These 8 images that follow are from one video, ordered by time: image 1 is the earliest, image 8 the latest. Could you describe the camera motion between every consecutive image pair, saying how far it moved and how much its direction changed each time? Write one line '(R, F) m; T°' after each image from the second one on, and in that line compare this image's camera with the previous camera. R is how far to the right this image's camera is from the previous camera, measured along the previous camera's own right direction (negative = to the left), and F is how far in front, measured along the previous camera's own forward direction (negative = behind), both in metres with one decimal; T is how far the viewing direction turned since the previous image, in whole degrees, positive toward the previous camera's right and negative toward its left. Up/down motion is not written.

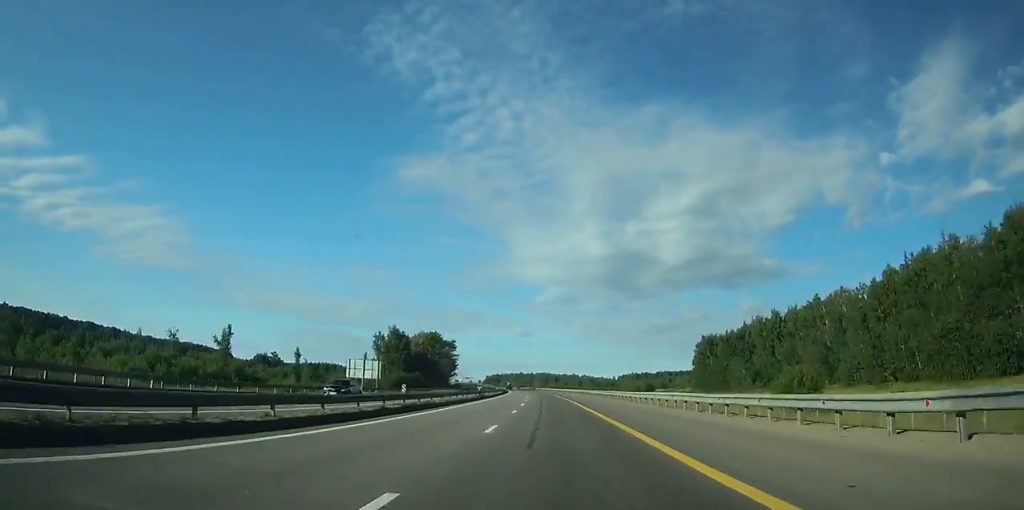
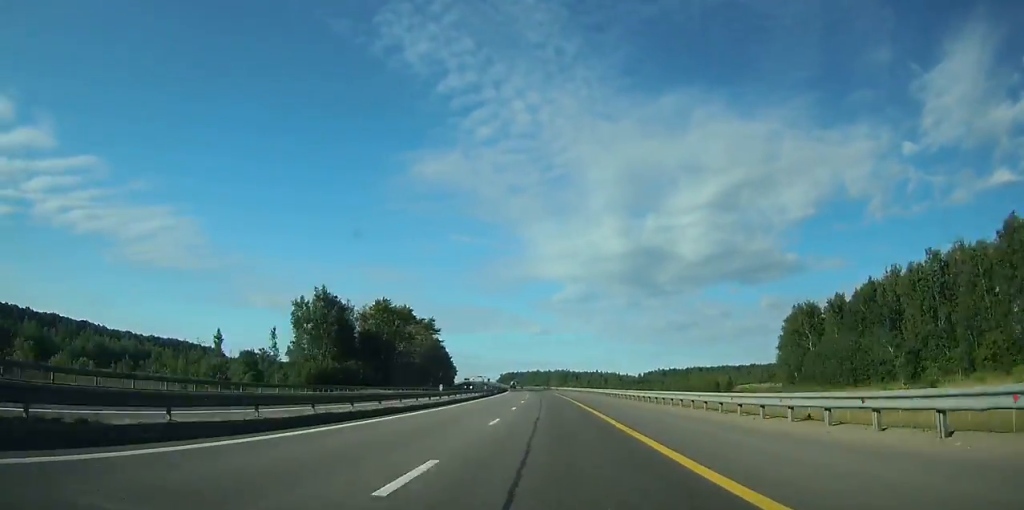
(-1.0, +67.5) m; -2°
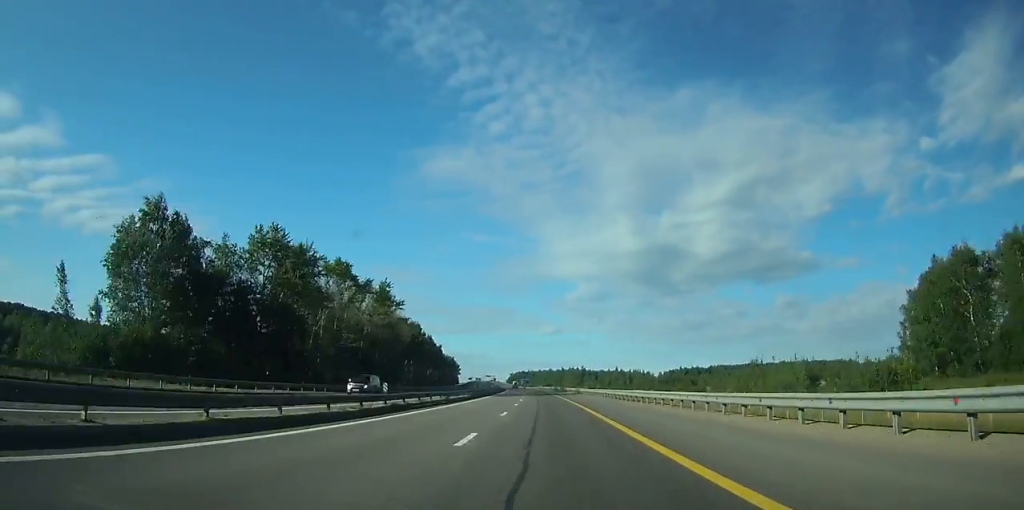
(-0.1, +52.5) m; -1°
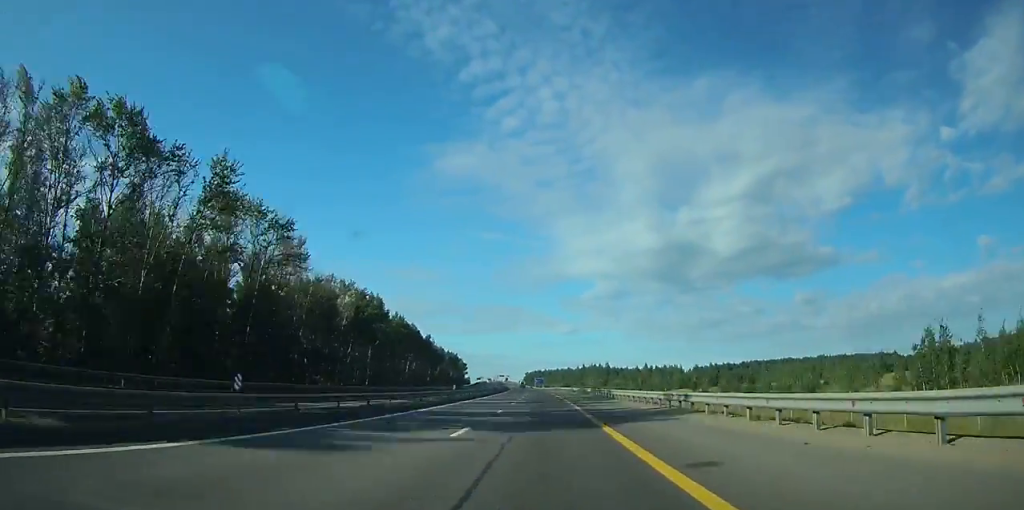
(-1.2, +55.4) m; -2°
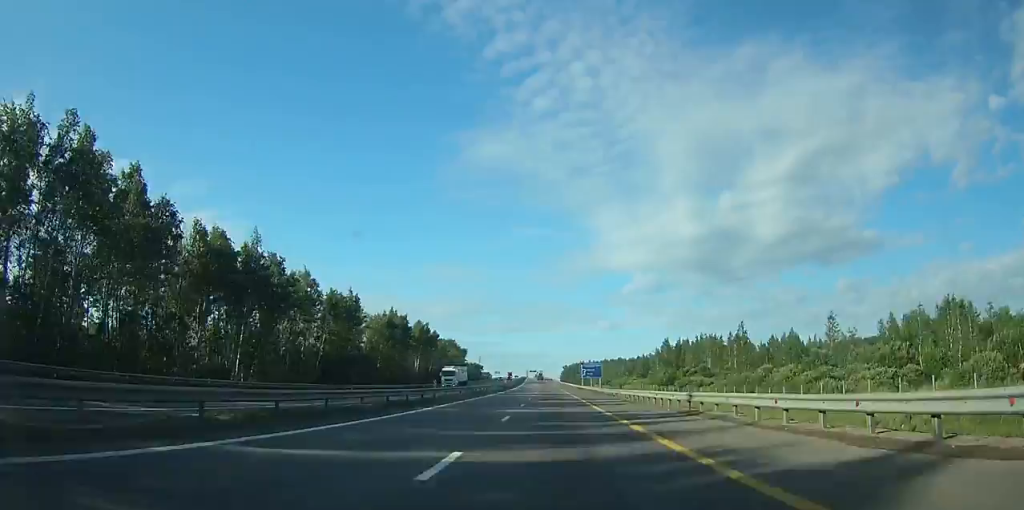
(-5.8, +176.0) m; -3°
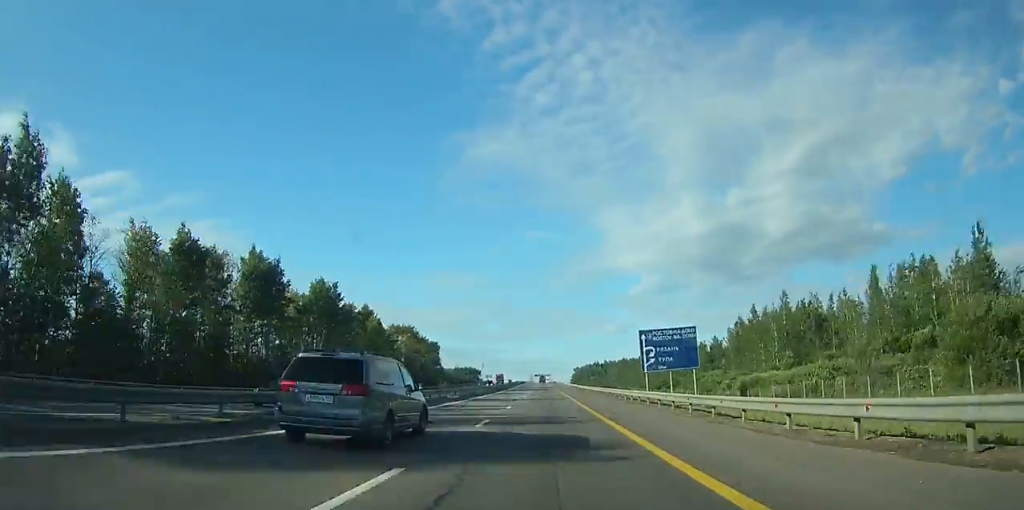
(-0.9, +87.5) m; -1°
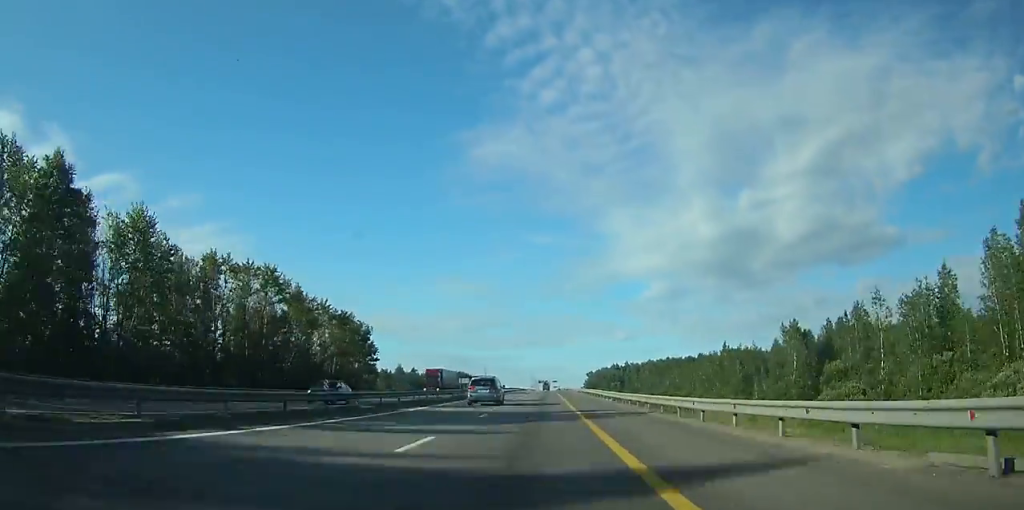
(-0.8, +94.5) m; -1°
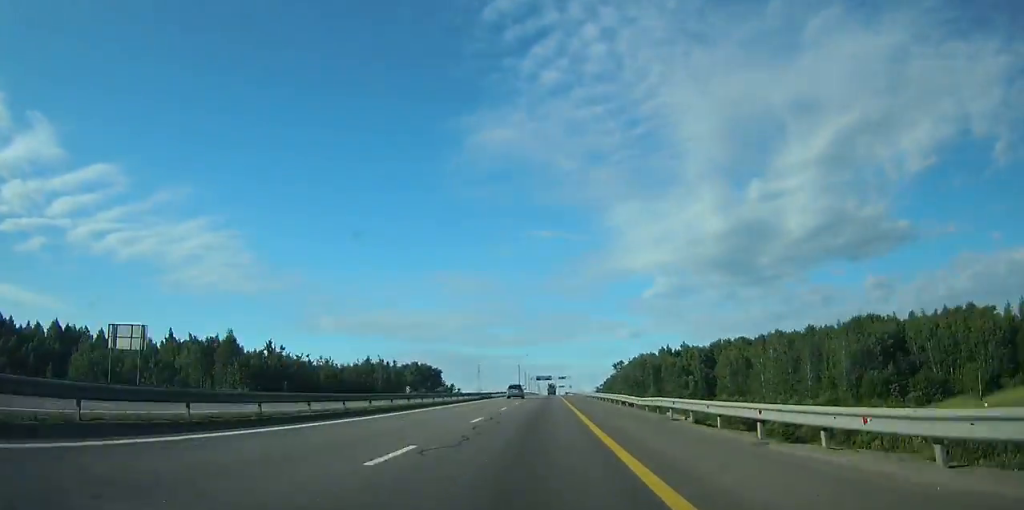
(-0.8, +152.0) m; 0°
